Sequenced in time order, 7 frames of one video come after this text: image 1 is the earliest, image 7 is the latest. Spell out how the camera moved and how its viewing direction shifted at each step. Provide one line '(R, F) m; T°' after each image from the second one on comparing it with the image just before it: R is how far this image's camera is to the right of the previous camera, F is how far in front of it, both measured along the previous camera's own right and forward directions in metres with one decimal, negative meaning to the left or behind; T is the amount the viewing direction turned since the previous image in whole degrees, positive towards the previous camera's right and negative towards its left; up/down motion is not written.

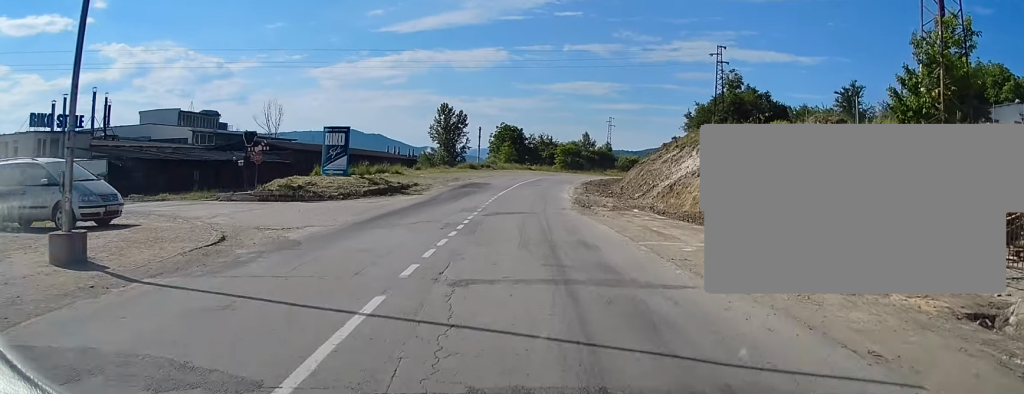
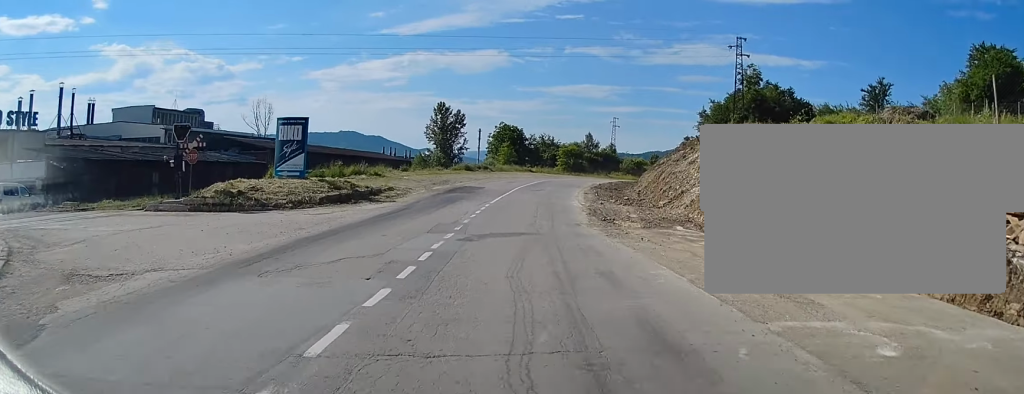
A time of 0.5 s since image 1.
(0.0, +7.5) m; 0°
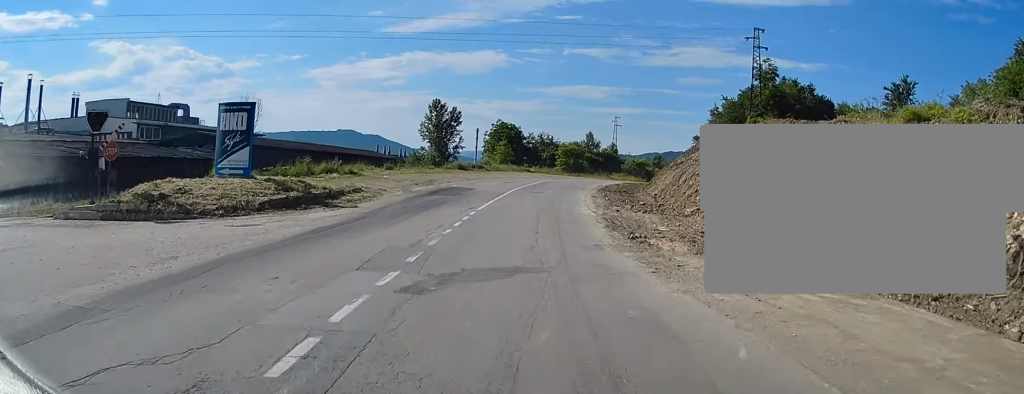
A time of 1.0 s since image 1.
(0.0, +6.2) m; +1°
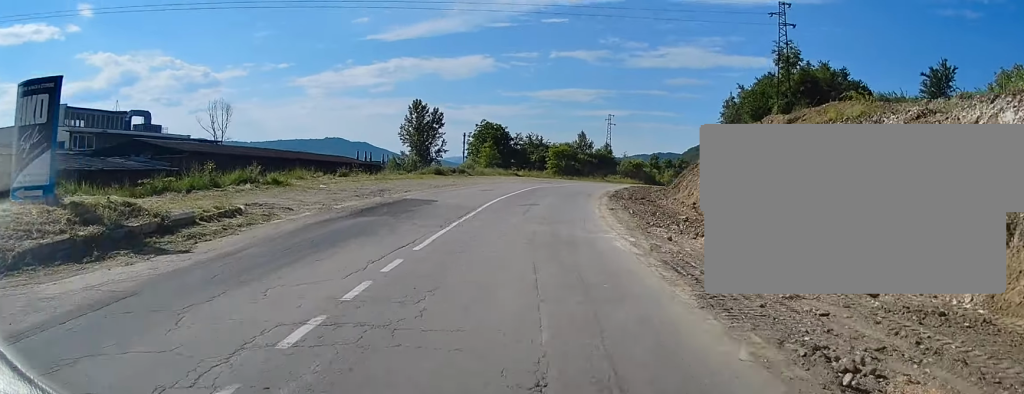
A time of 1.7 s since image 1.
(0.0, +10.8) m; +1°
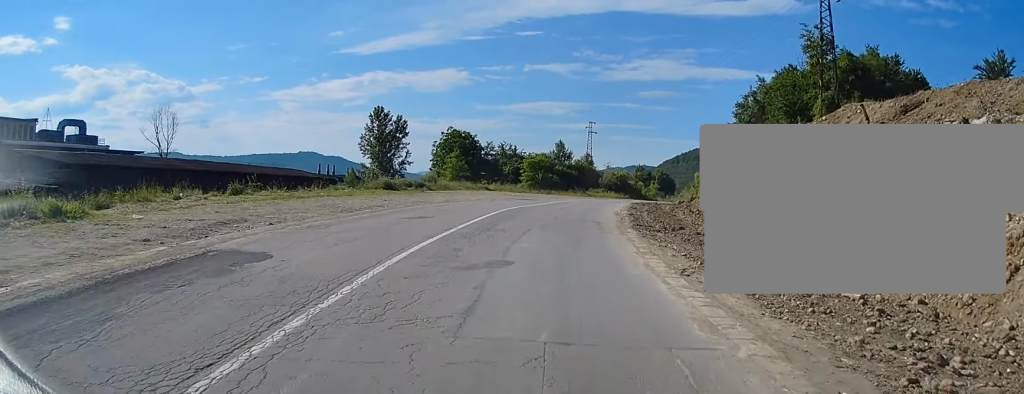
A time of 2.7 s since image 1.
(+0.4, +13.4) m; +2°
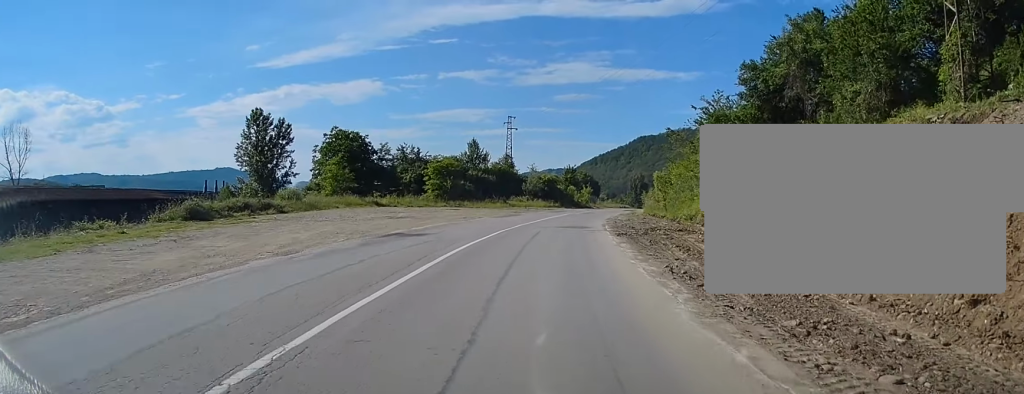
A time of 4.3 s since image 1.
(+1.0, +22.1) m; +6°
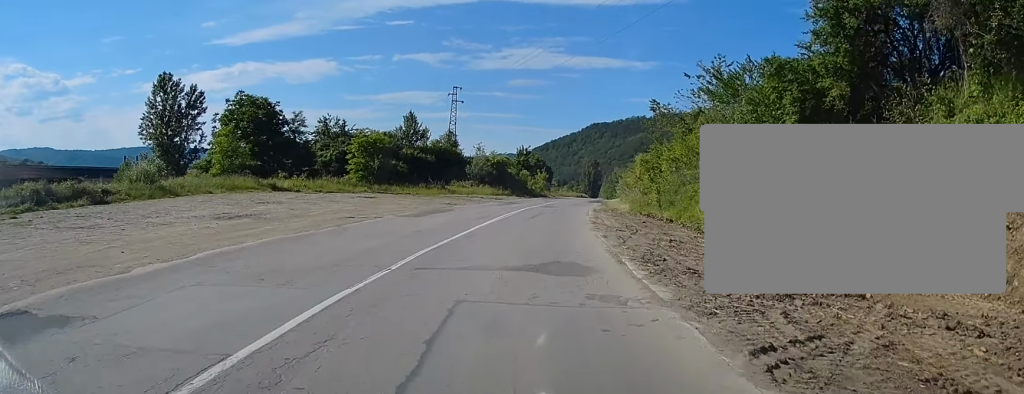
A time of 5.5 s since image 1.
(+0.4, +15.8) m; +3°
